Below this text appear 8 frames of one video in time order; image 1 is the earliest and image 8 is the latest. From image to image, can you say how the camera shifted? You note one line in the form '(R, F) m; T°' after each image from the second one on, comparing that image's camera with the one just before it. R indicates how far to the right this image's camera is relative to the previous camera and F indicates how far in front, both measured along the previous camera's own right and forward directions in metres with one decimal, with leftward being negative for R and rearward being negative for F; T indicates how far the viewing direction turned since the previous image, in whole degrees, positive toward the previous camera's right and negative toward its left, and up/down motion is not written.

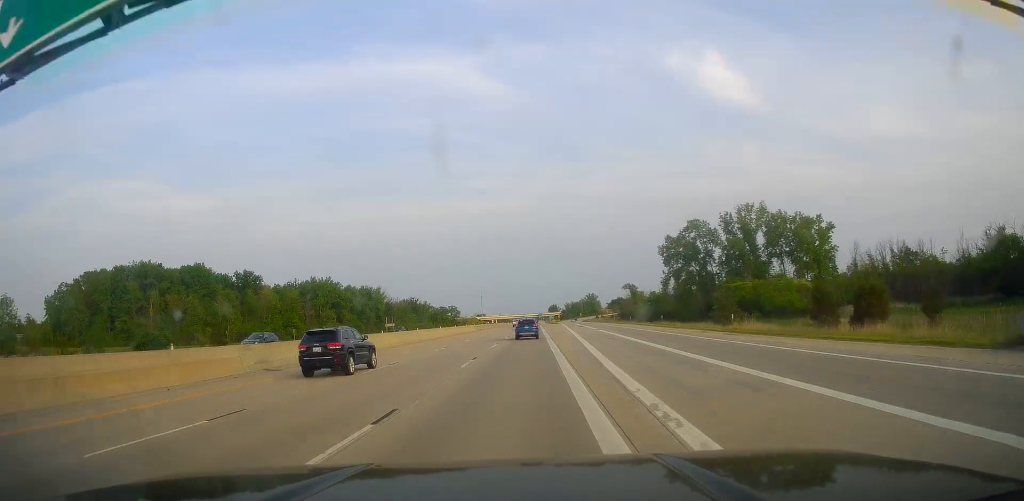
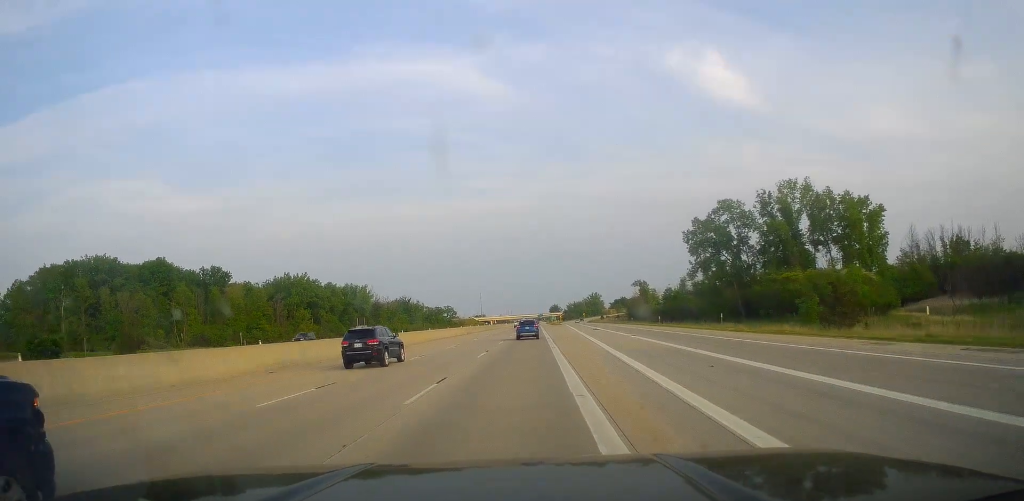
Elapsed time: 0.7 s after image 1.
(+0.3, +24.1) m; 0°
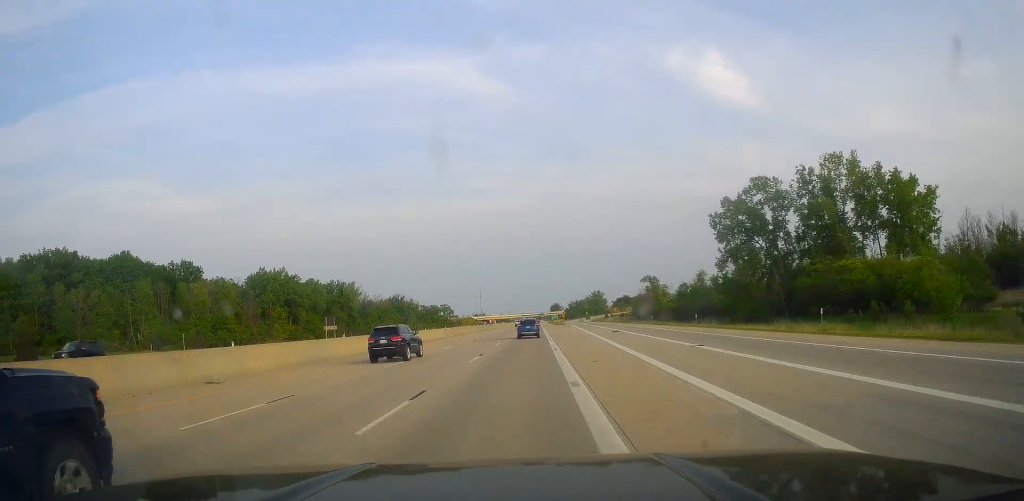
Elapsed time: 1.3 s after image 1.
(0.0, +18.6) m; 0°
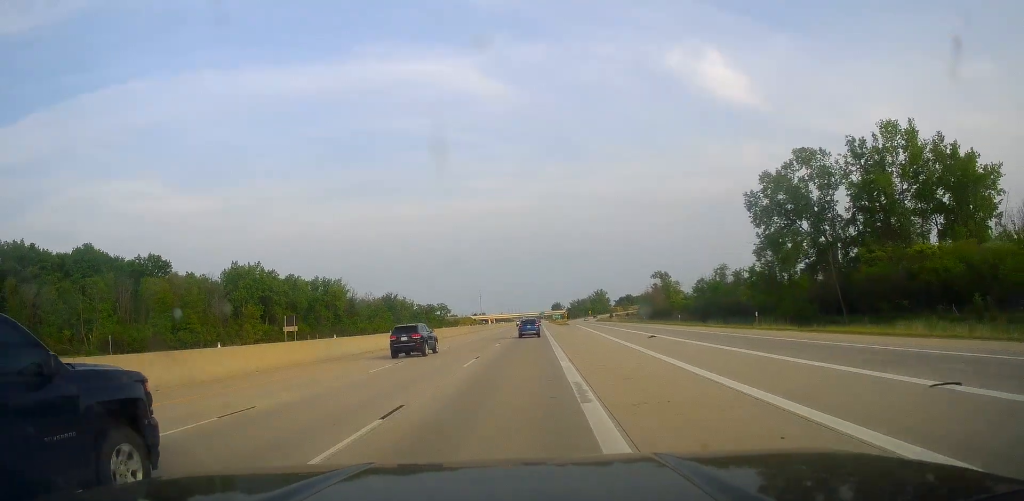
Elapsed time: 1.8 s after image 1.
(-0.1, +17.6) m; -1°
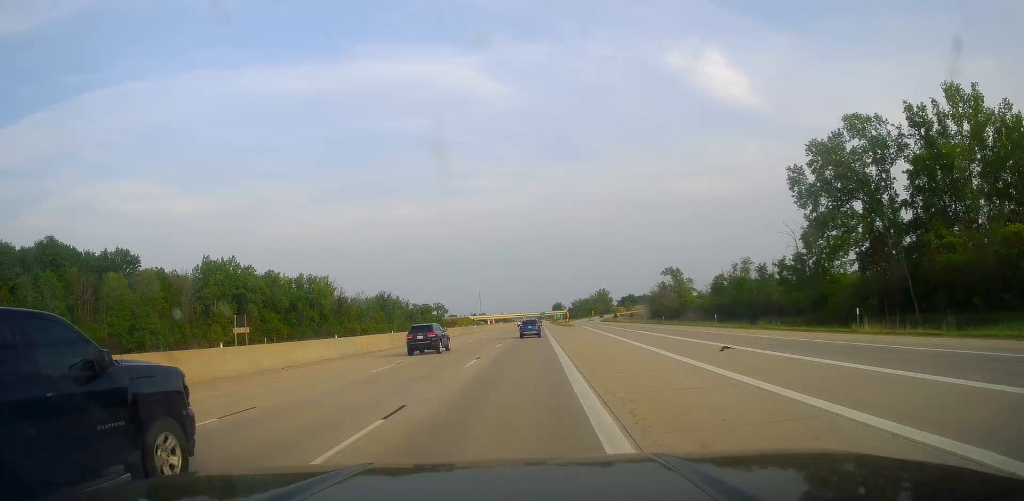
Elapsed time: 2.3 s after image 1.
(0.0, +15.3) m; -1°
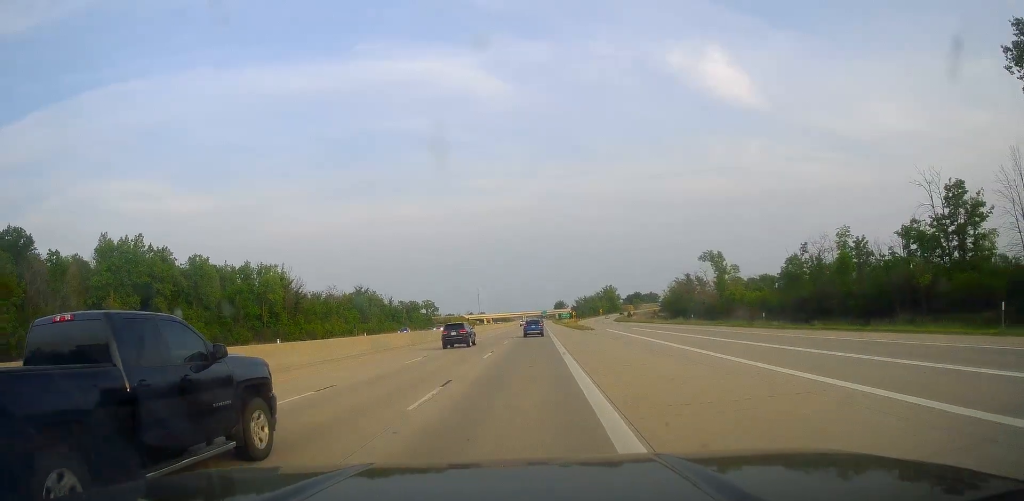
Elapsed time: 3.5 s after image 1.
(-0.6, +40.6) m; 0°
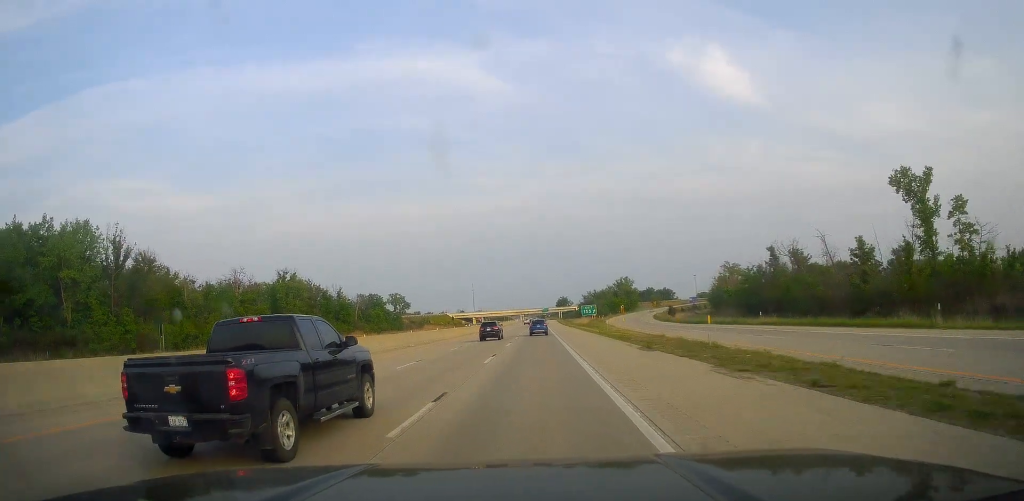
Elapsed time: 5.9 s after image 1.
(+1.1, +78.4) m; +1°
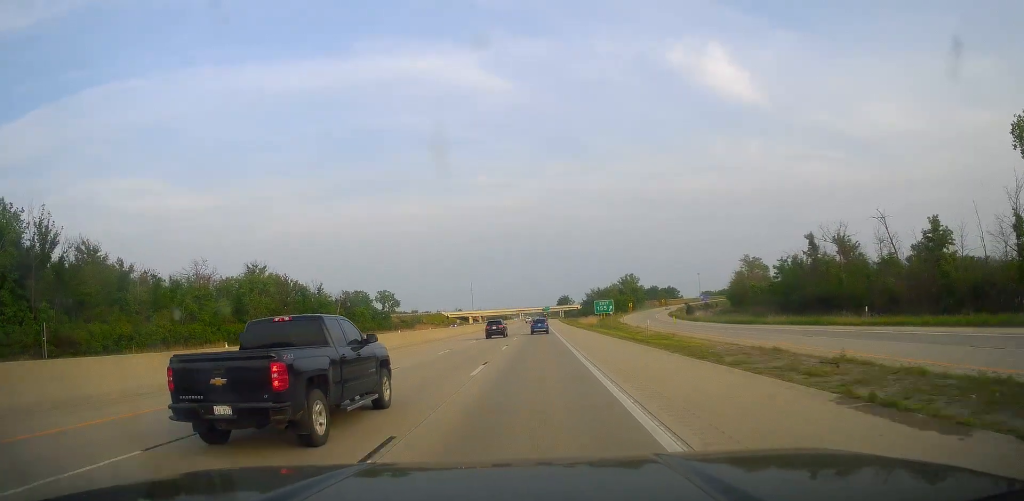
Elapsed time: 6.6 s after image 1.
(+0.2, +20.6) m; 0°
